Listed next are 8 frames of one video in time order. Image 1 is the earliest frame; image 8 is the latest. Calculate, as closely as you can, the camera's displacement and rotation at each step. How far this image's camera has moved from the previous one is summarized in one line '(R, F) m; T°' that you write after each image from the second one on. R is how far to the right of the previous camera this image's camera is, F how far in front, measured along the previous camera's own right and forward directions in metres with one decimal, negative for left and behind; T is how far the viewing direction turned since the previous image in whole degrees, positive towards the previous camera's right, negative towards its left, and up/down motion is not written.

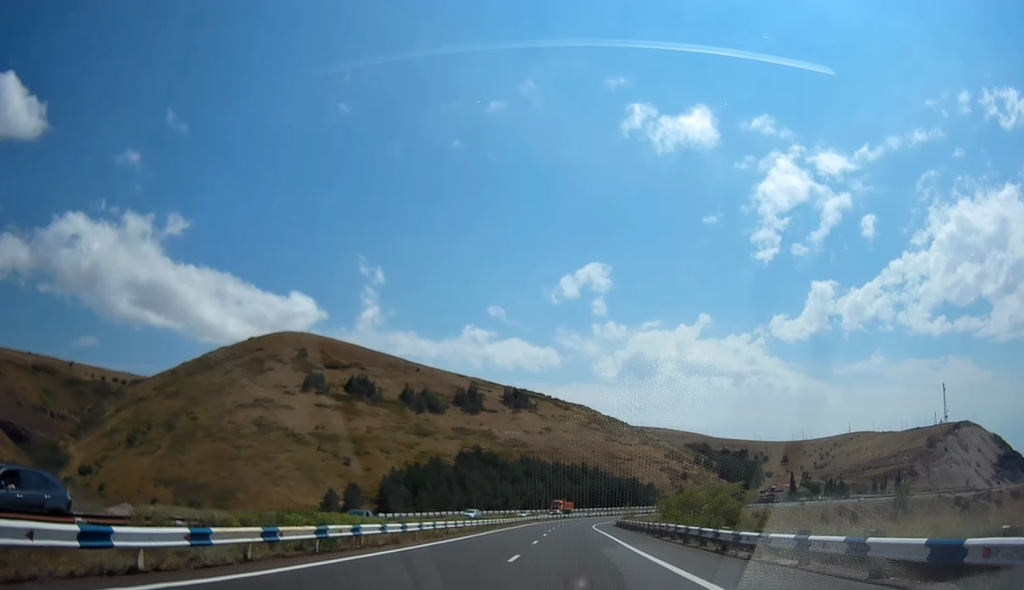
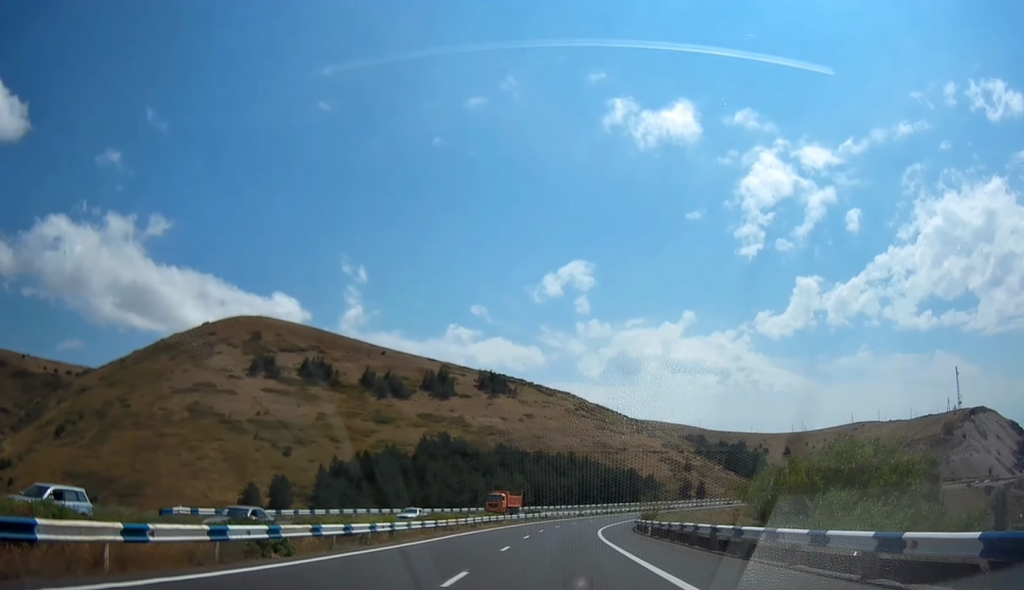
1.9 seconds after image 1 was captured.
(-0.2, +40.1) m; +1°
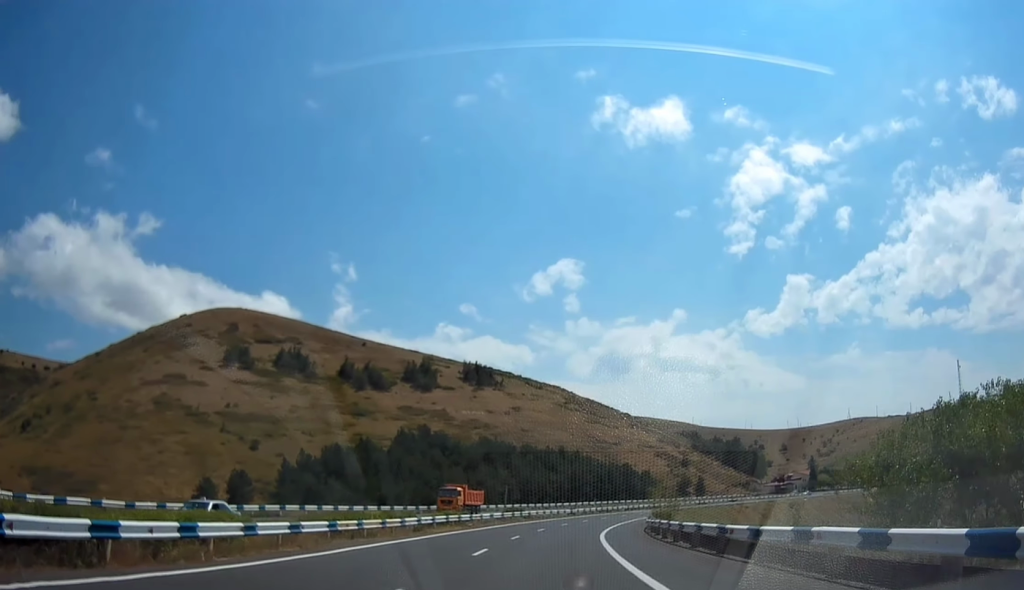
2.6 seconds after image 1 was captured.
(+0.1, +15.0) m; +2°
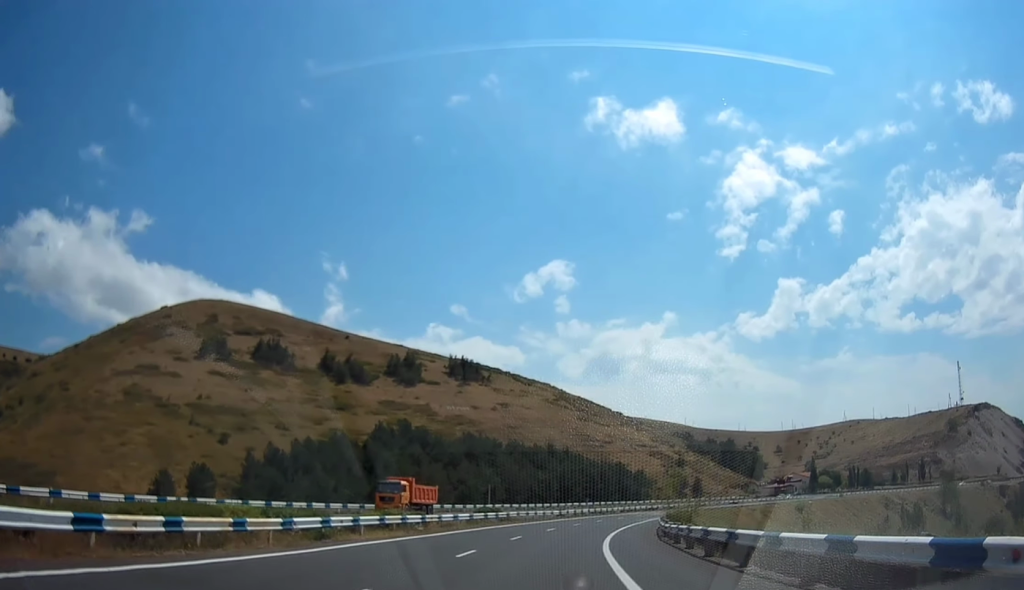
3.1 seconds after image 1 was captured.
(+0.3, +11.8) m; 0°
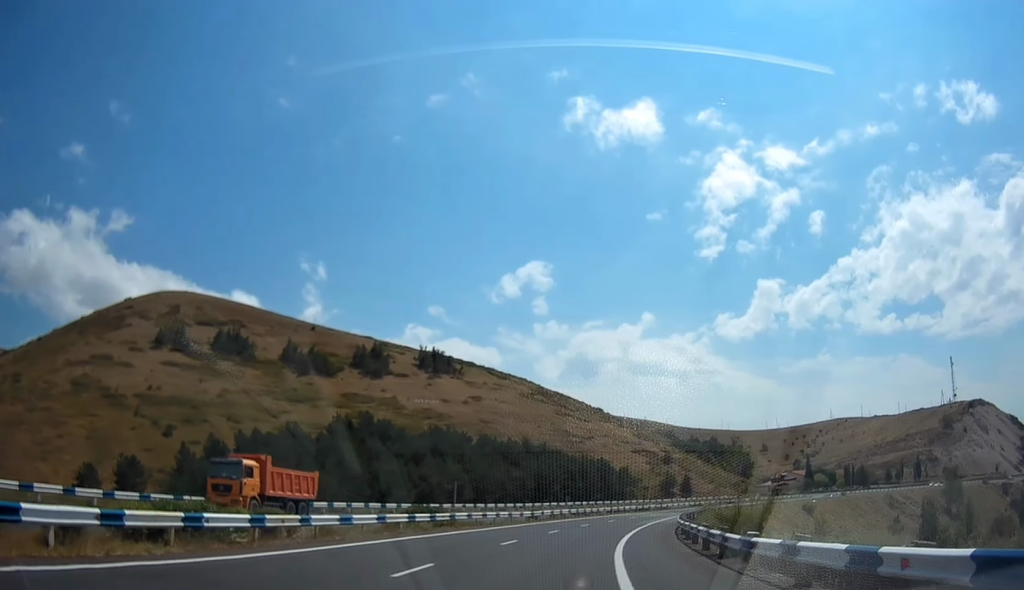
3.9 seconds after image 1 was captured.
(-0.1, +16.5) m; +1°
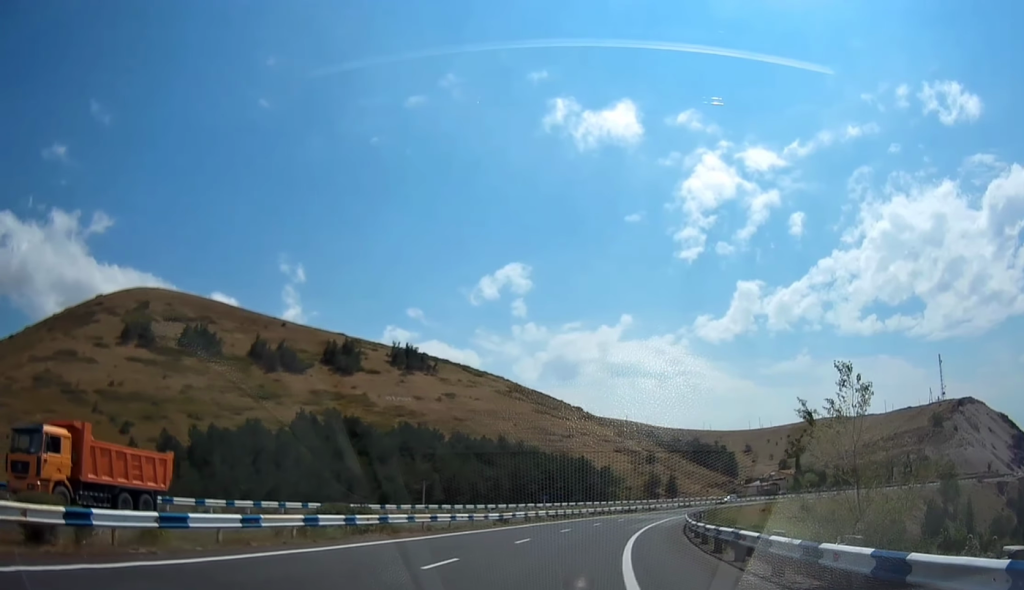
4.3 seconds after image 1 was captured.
(-0.4, +9.7) m; +1°
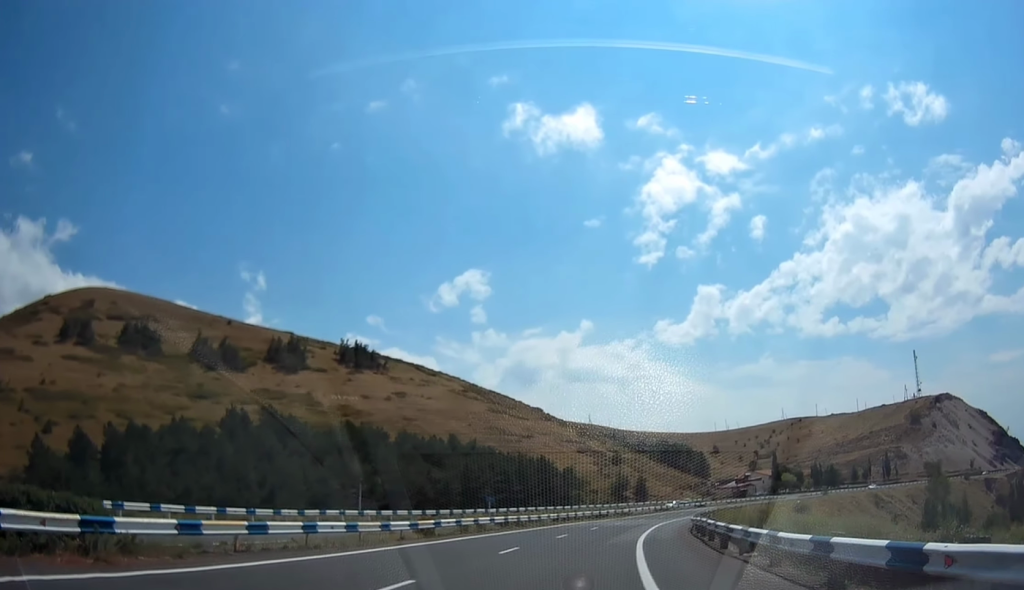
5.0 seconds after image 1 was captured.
(+0.7, +15.1) m; +3°
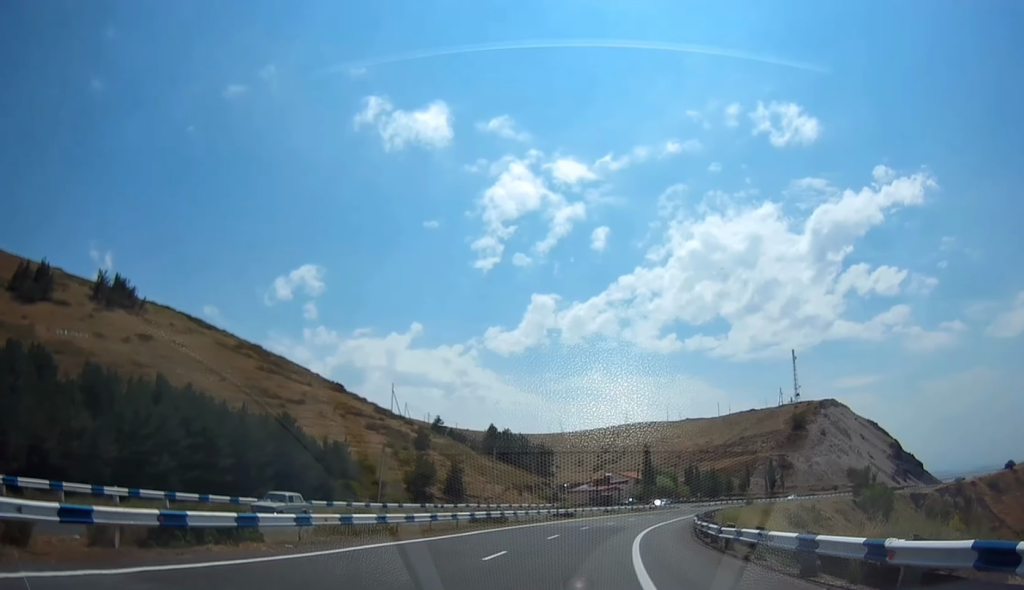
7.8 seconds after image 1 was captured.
(+5.3, +59.4) m; +12°
